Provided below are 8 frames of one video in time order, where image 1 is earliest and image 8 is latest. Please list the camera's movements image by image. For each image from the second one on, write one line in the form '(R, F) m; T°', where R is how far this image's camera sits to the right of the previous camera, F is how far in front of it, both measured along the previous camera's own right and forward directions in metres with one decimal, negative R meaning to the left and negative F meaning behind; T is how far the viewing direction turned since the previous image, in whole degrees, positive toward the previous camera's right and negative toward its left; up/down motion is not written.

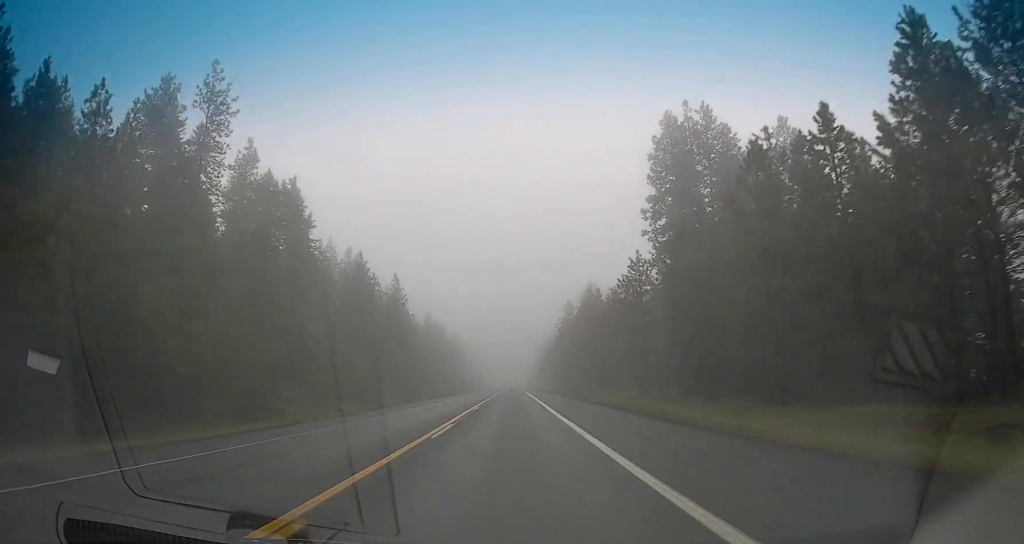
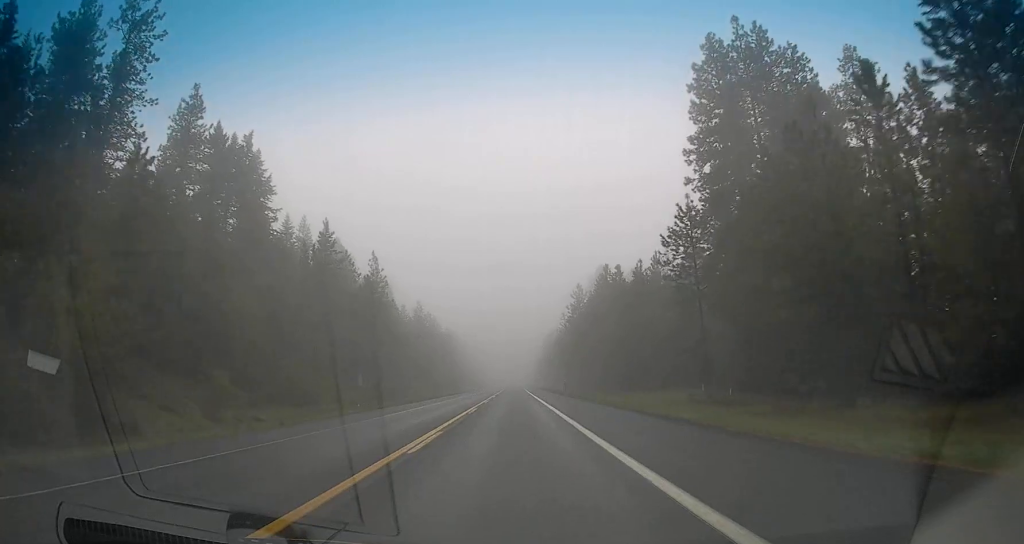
(-0.3, +18.7) m; -1°
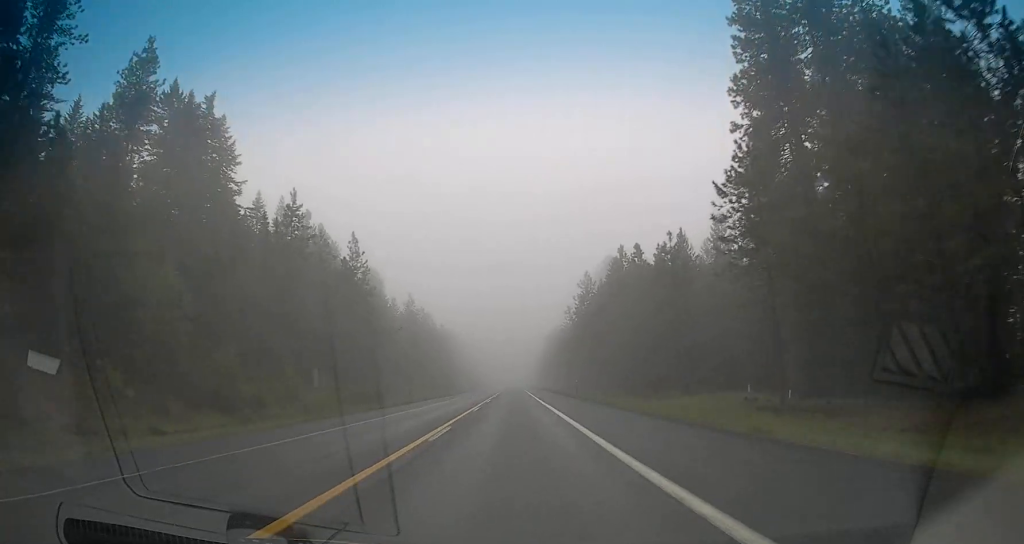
(-0.3, +12.5) m; 0°
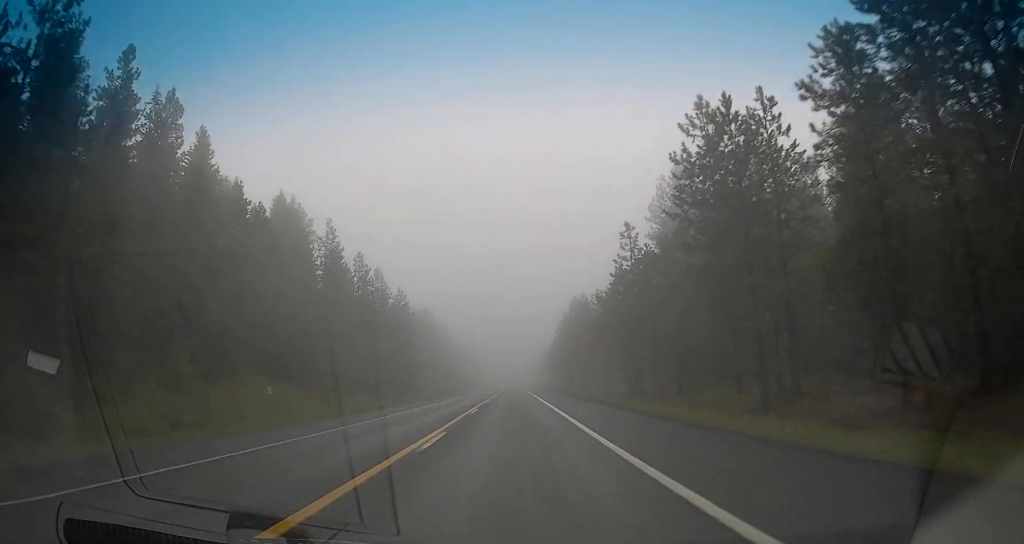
(-0.4, +62.3) m; -1°
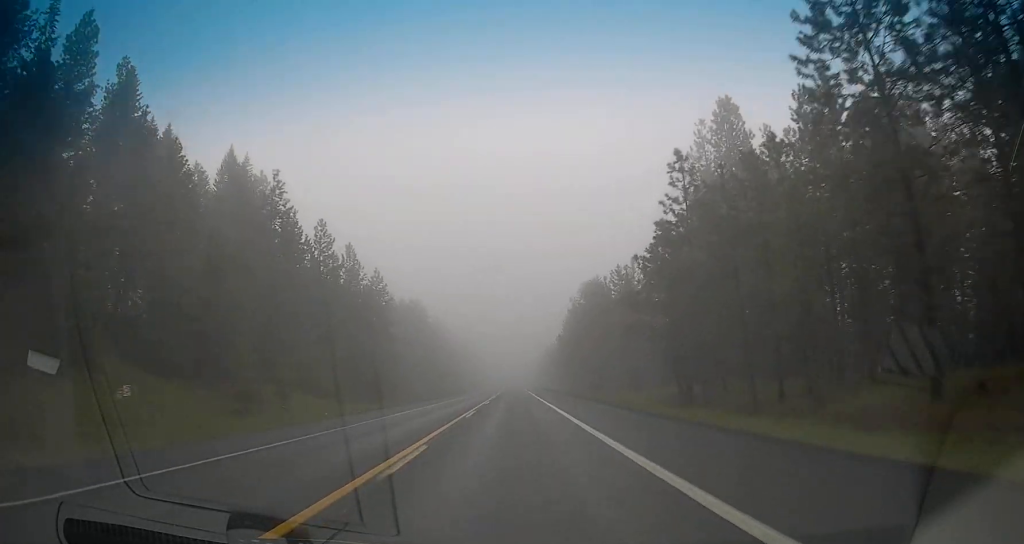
(0.0, +18.7) m; +1°
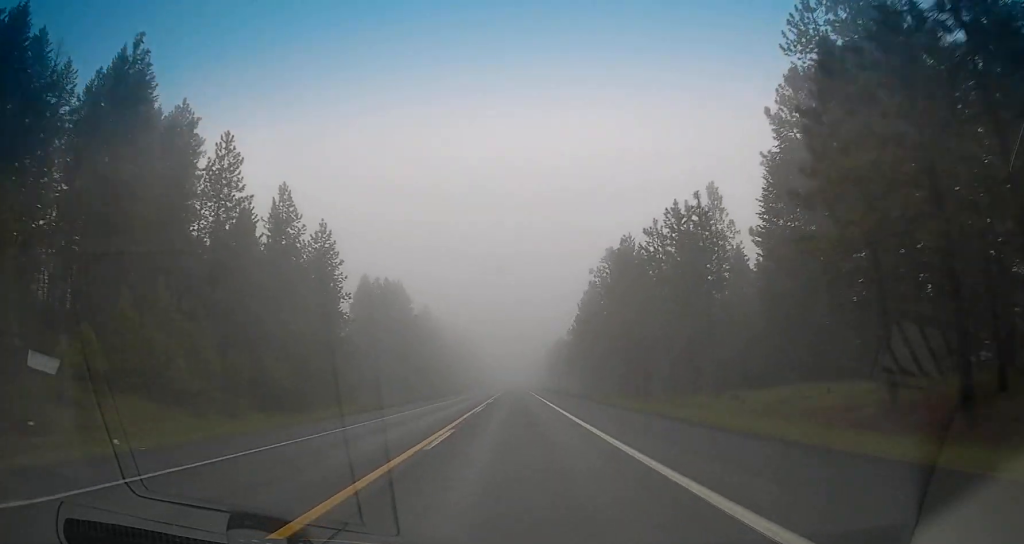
(+0.6, +26.7) m; +1°
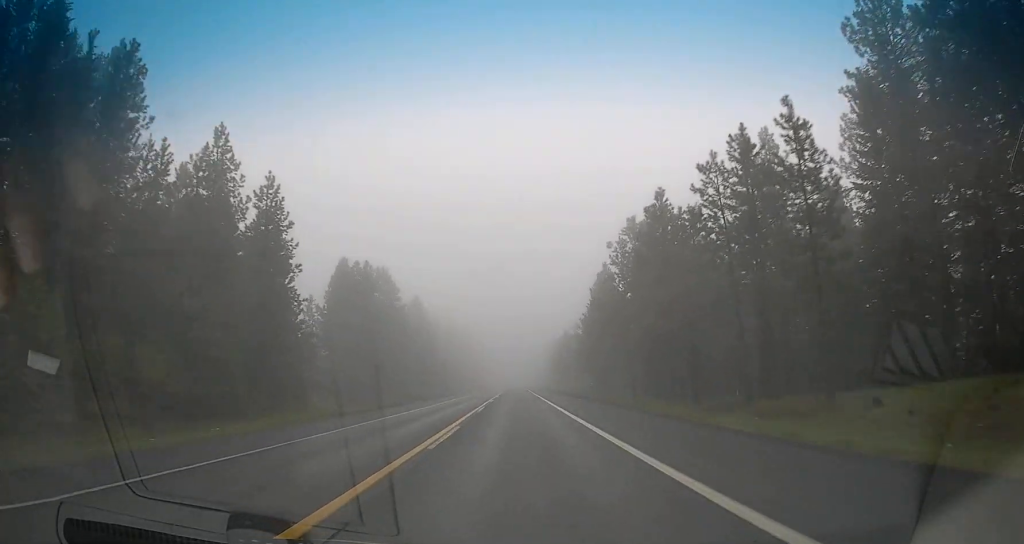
(-0.1, +15.1) m; 0°
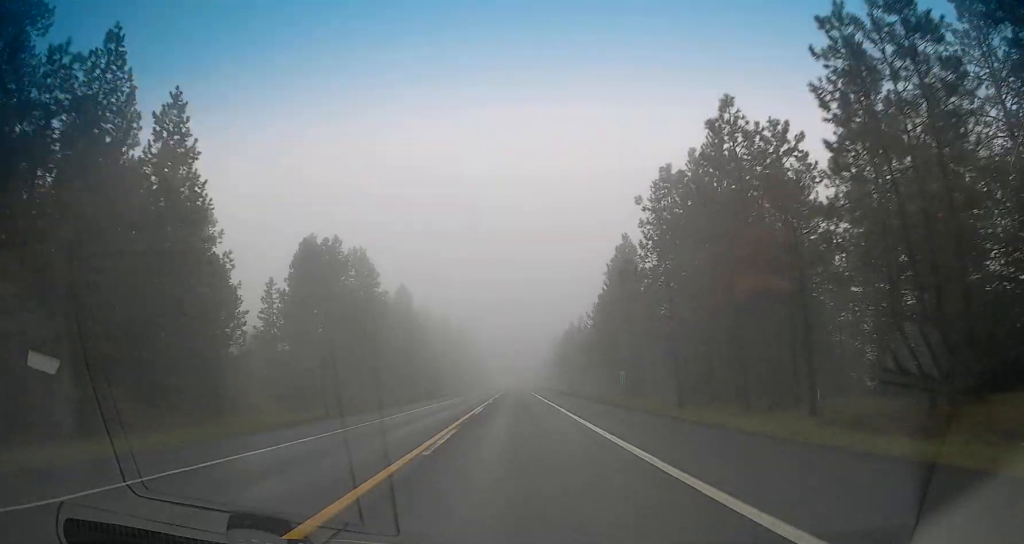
(-0.1, +16.0) m; 0°
